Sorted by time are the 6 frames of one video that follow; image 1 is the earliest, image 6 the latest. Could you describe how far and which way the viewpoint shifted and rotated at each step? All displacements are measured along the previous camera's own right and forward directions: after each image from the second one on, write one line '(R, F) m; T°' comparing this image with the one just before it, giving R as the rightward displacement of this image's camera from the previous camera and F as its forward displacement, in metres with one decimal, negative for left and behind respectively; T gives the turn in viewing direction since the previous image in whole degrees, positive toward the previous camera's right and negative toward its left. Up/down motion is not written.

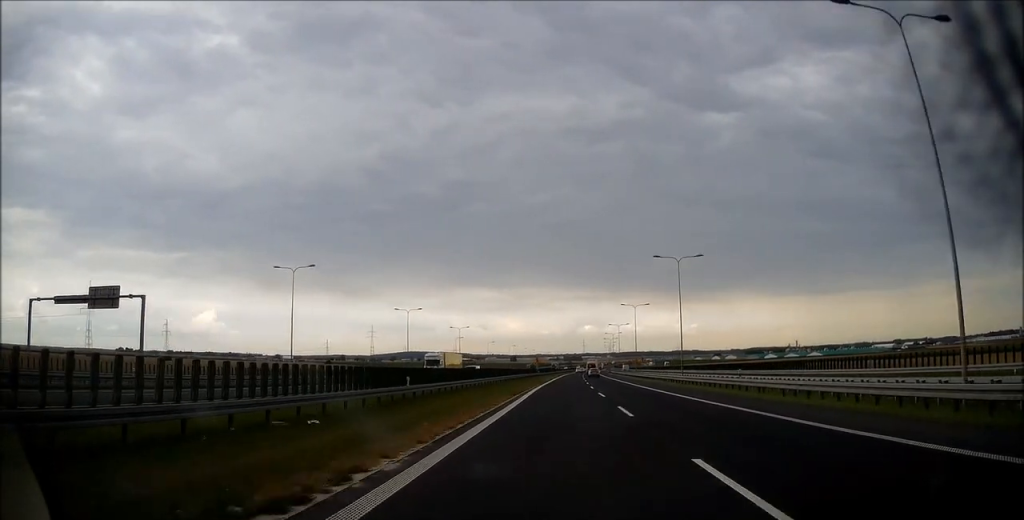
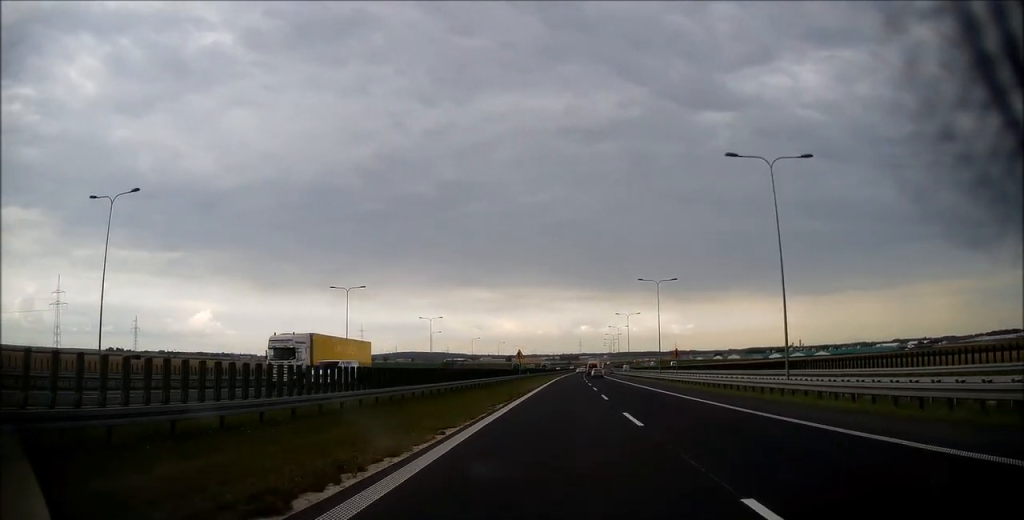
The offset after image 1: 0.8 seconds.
(+0.1, +27.5) m; 0°
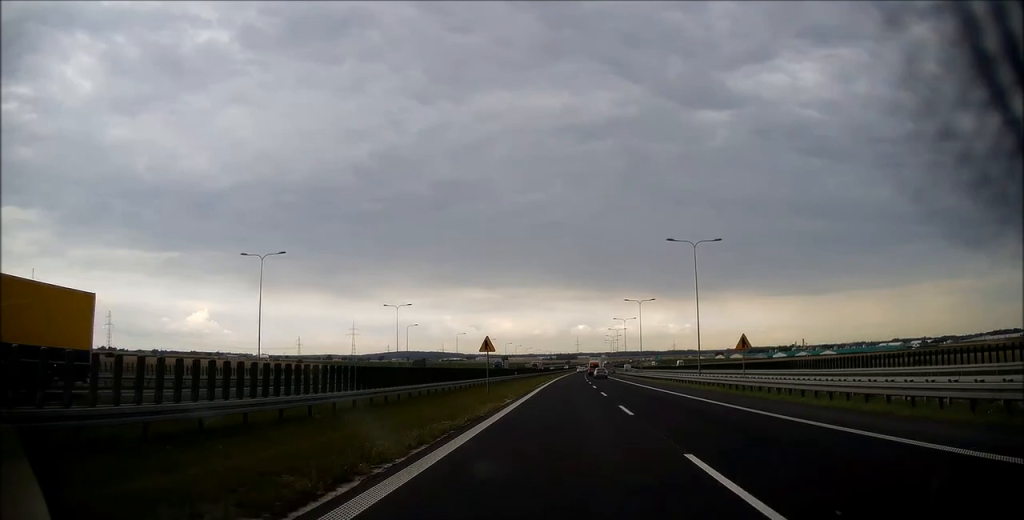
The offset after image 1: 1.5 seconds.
(+0.1, +20.9) m; 0°
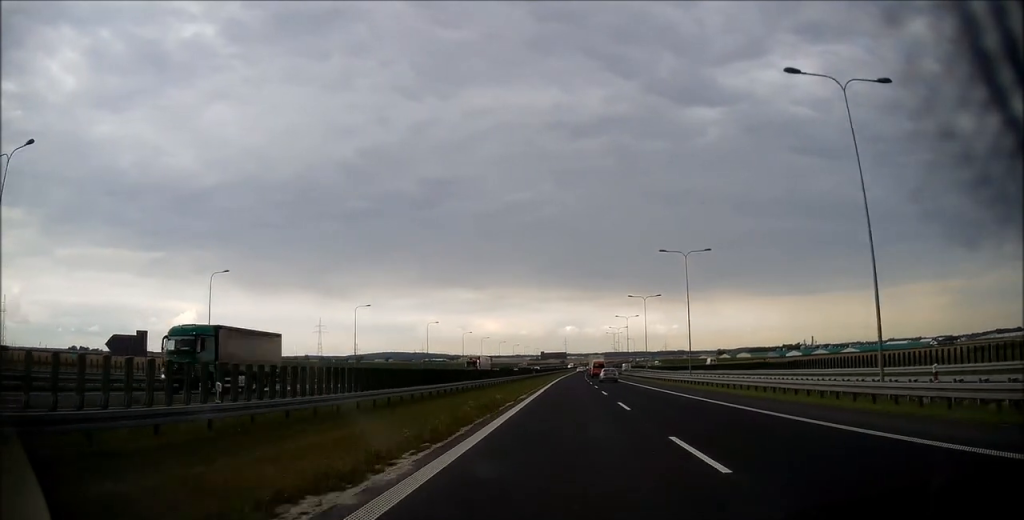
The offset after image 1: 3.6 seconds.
(+0.7, +69.6) m; +1°
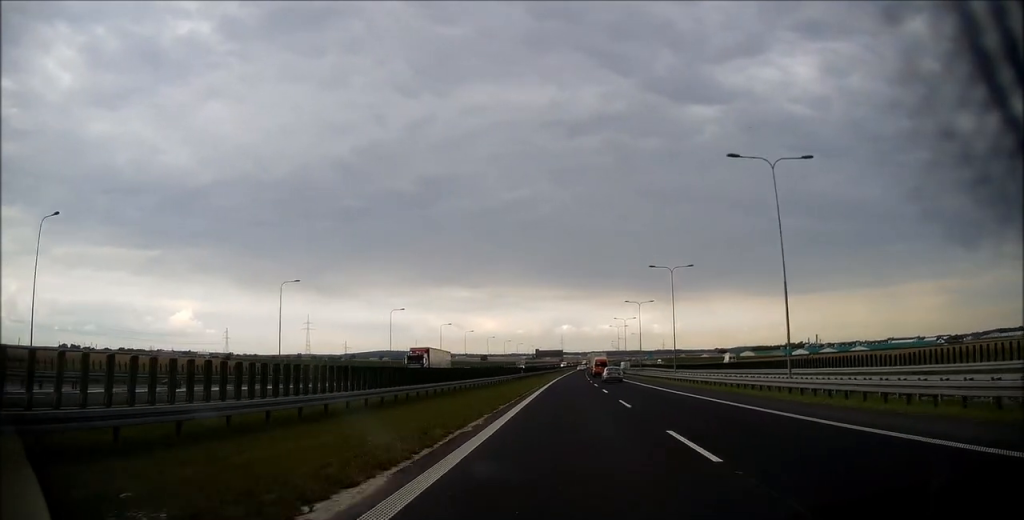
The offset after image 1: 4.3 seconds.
(+0.1, +23.3) m; 0°
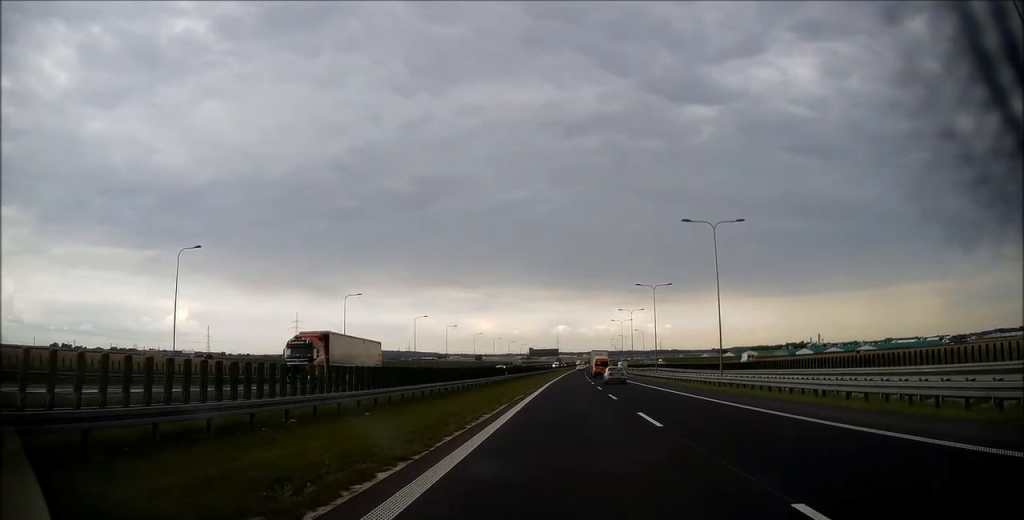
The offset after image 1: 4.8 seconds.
(0.0, +18.8) m; 0°
